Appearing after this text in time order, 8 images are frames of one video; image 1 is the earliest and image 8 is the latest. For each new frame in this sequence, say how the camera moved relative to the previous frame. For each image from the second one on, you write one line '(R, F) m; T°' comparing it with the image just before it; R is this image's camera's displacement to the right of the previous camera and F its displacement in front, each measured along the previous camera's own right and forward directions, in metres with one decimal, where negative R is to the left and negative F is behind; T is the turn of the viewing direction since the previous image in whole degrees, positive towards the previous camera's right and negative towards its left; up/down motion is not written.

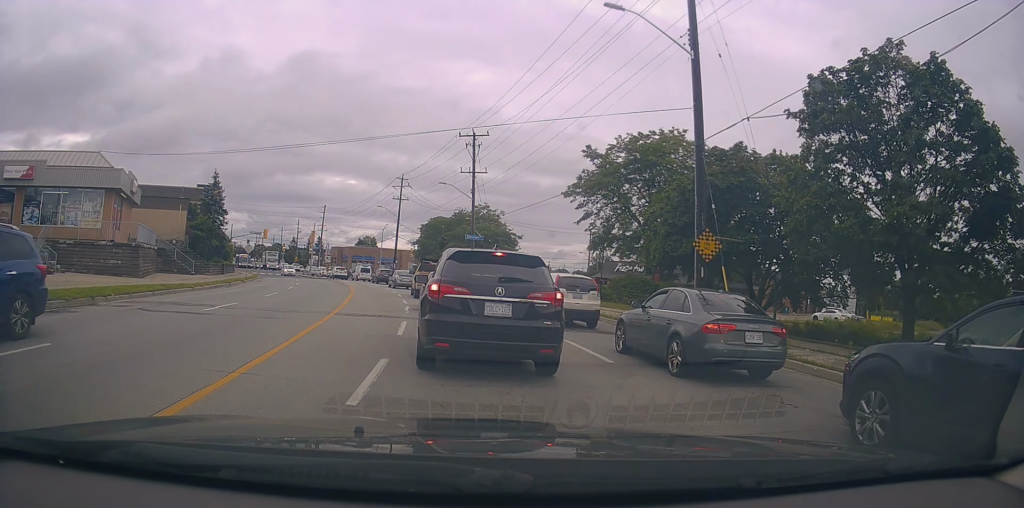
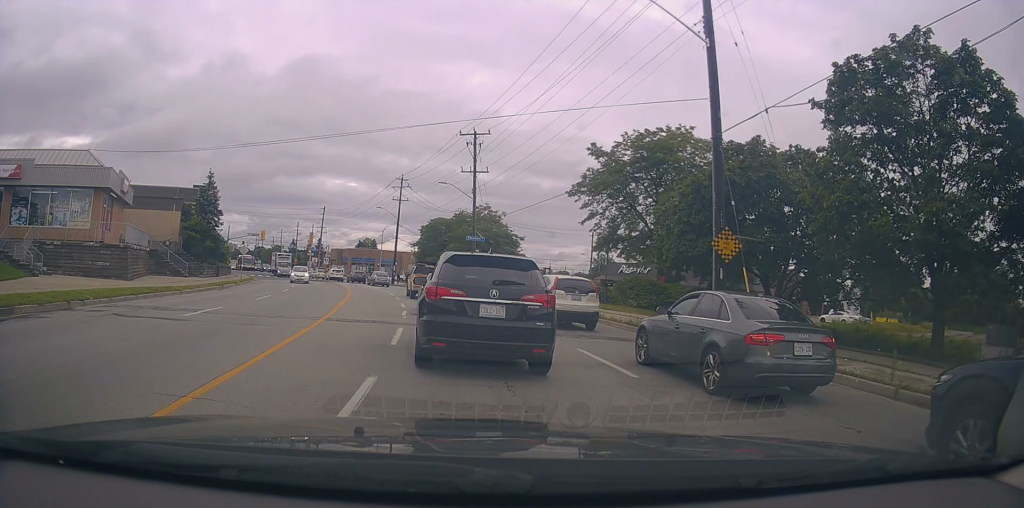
(-0.1, +0.3) m; 0°
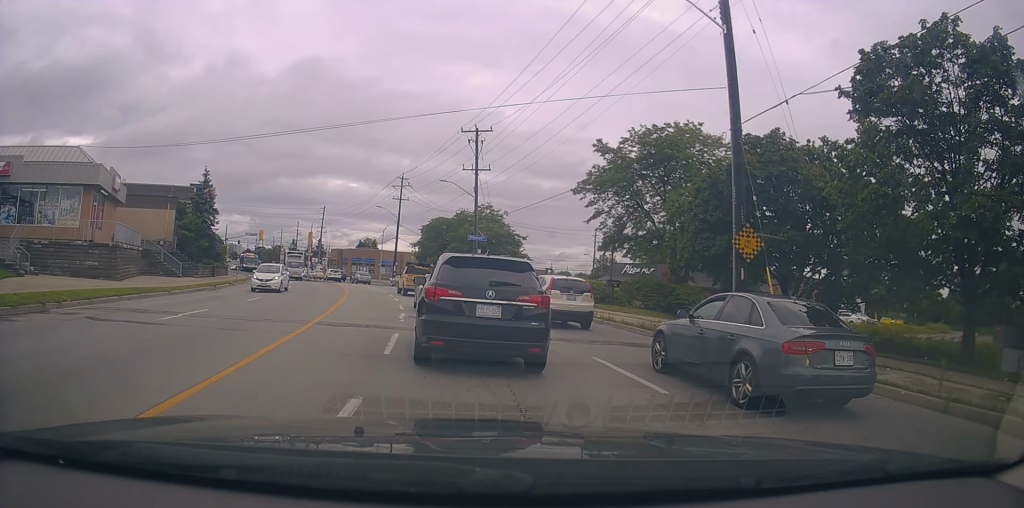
(-0.2, +0.6) m; 0°
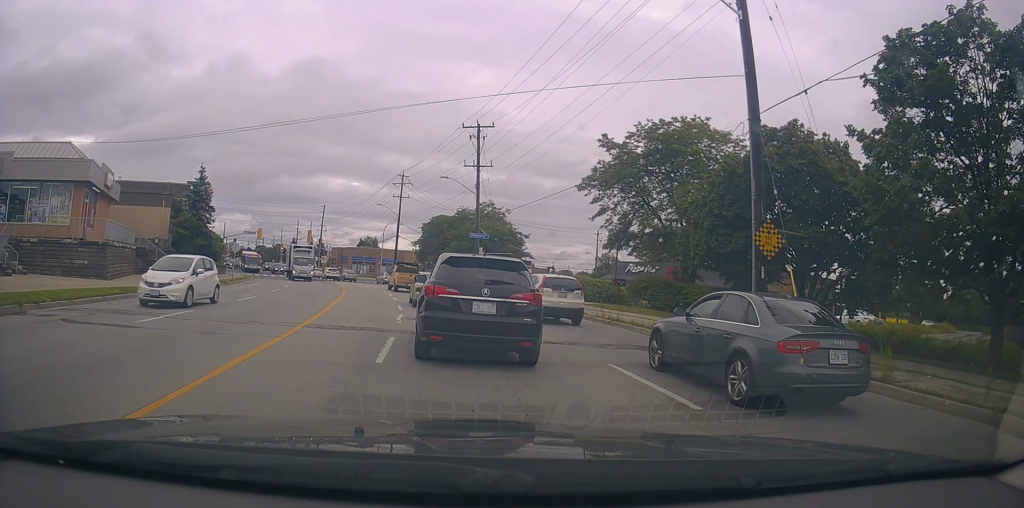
(-0.2, +0.8) m; 0°
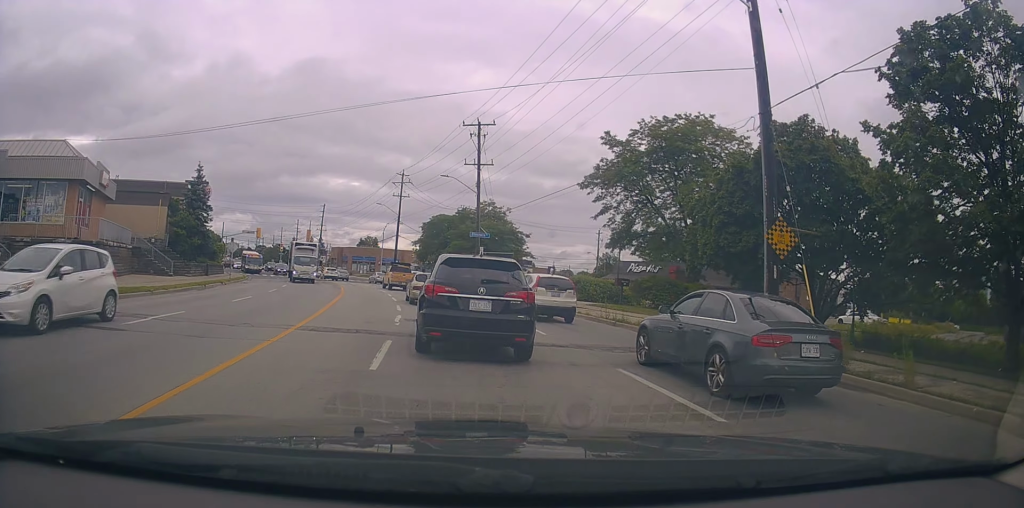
(-0.1, +0.5) m; 0°
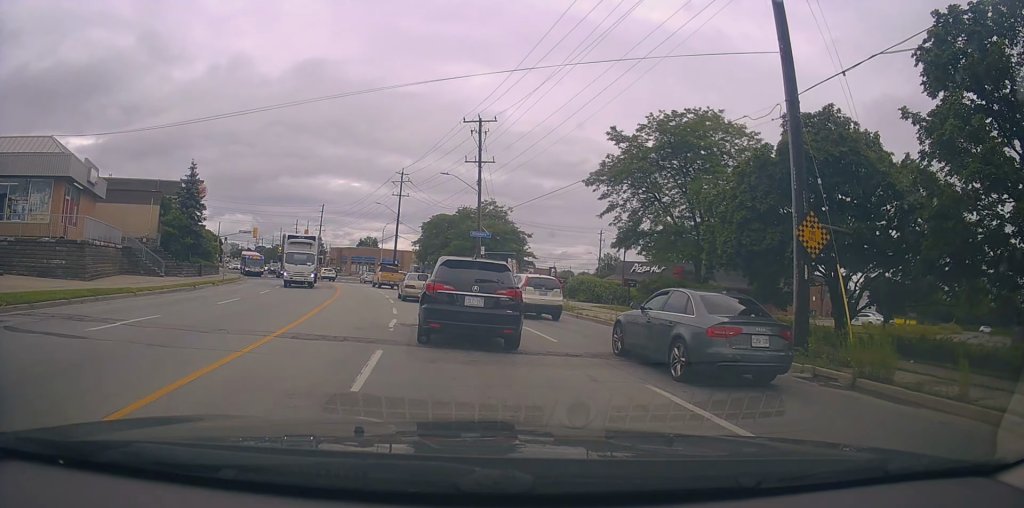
(+0.3, +1.0) m; 0°
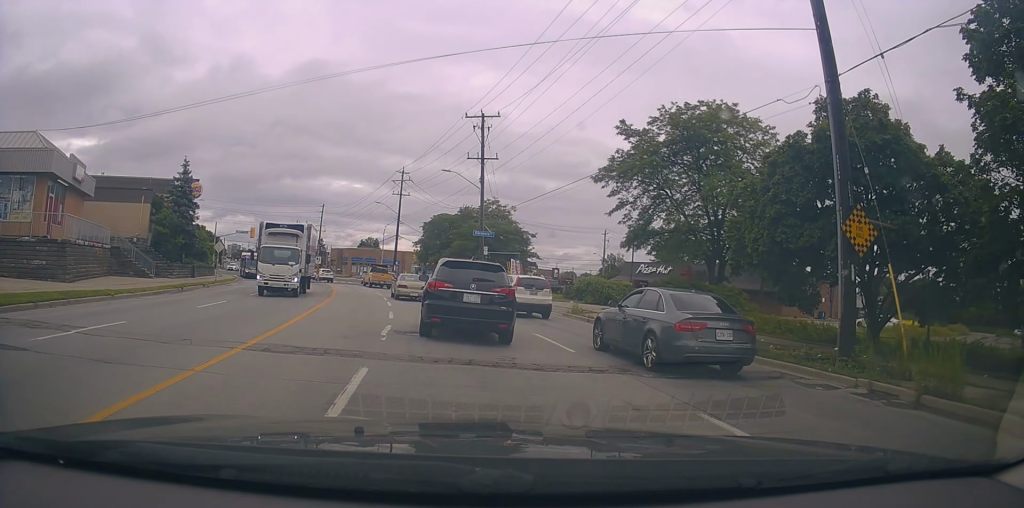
(0.0, +1.2) m; -2°
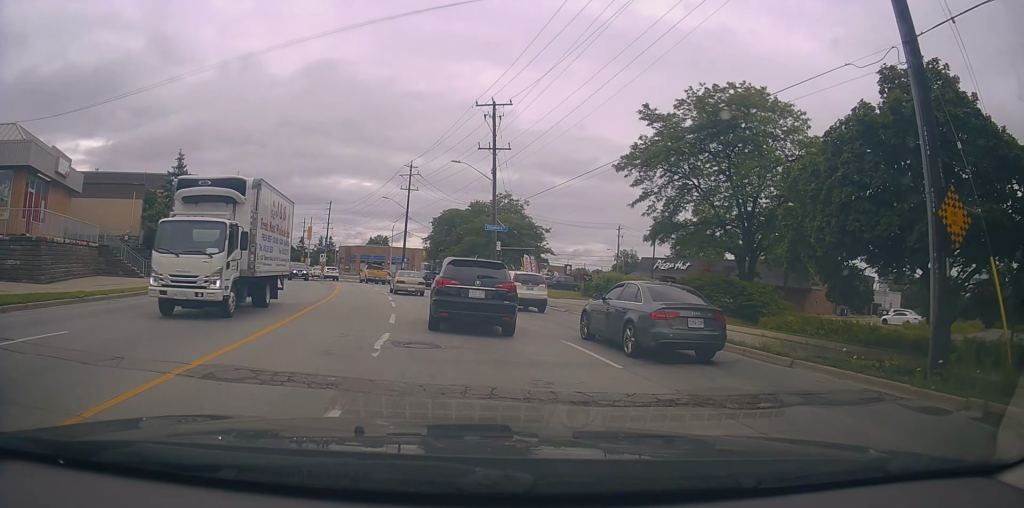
(-0.3, +1.9) m; -3°
